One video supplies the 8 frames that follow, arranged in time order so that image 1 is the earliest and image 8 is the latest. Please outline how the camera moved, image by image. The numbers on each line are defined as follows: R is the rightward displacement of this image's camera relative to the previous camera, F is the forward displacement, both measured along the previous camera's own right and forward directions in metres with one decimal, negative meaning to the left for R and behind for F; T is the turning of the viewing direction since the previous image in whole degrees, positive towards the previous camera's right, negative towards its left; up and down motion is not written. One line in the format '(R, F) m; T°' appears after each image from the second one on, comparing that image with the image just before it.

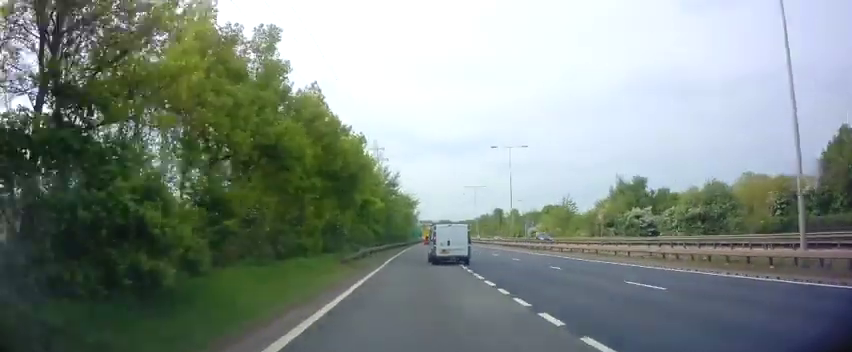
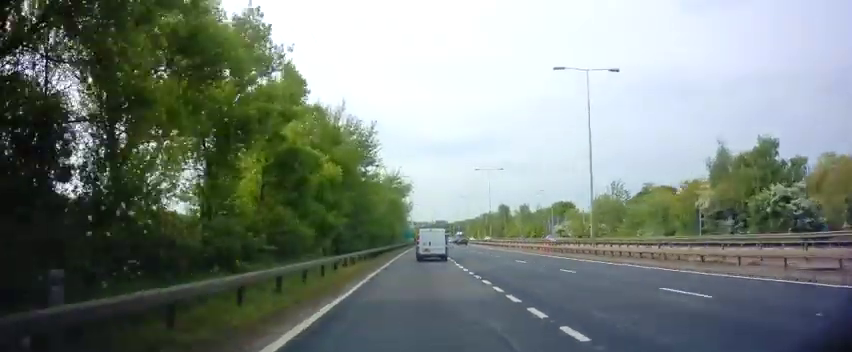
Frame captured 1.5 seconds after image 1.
(-0.1, +27.8) m; +1°
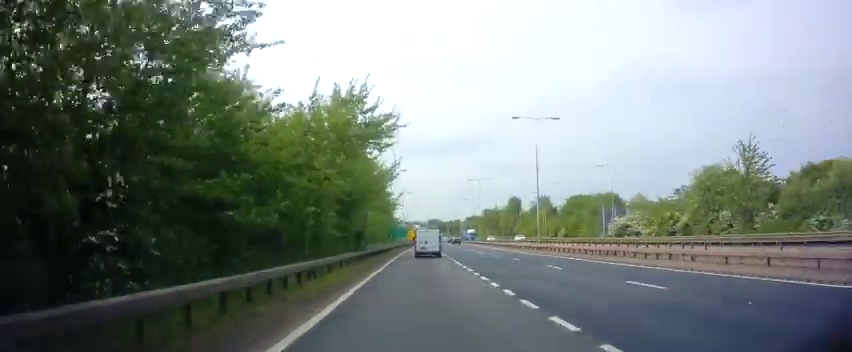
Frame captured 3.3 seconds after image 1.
(+0.5, +33.0) m; +1°
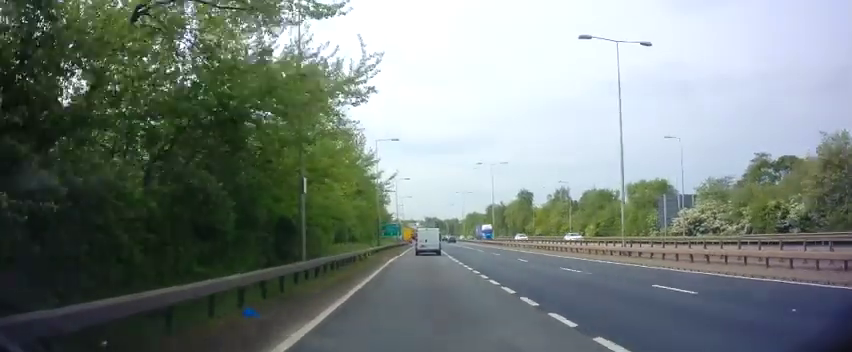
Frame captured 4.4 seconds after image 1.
(0.0, +19.0) m; +1°
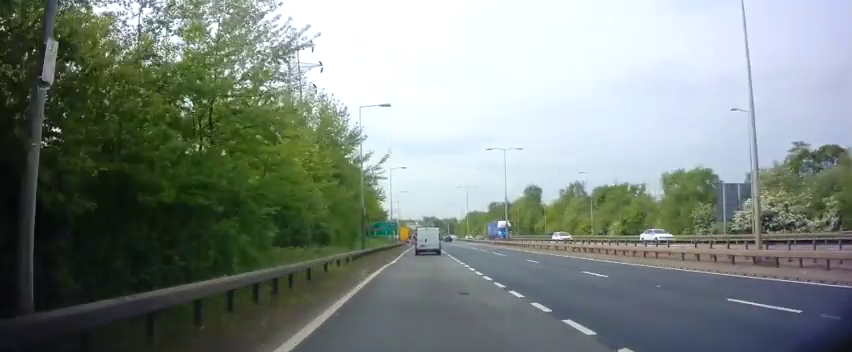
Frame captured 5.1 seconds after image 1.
(+0.2, +11.7) m; +1°
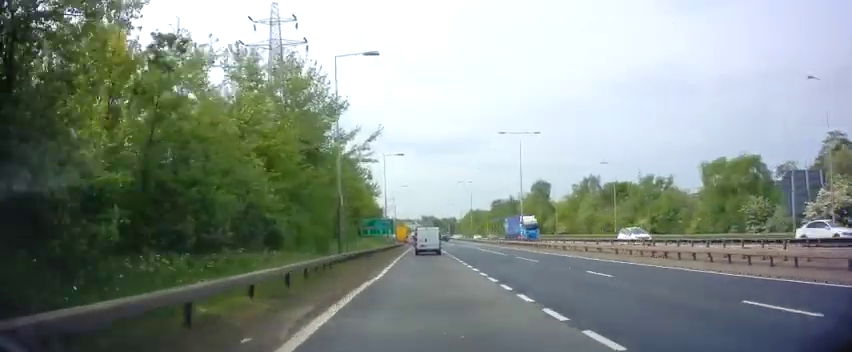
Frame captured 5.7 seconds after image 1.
(-0.1, +9.4) m; 0°
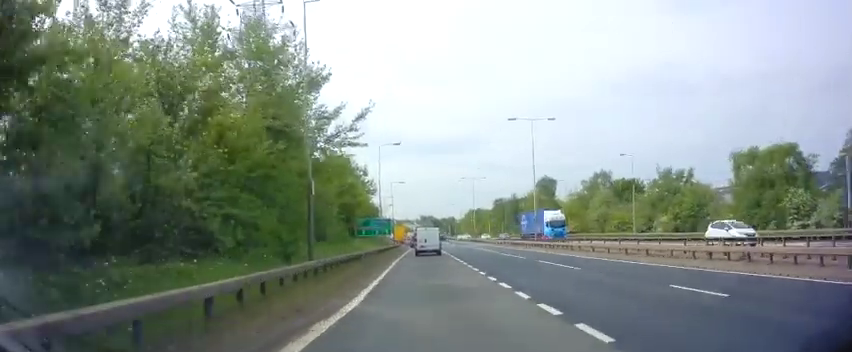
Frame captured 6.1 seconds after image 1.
(0.0, +6.2) m; 0°
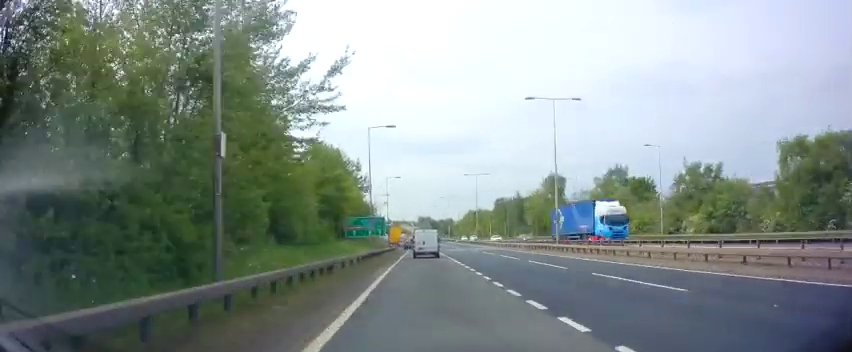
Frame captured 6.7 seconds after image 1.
(+0.1, +7.8) m; 0°
